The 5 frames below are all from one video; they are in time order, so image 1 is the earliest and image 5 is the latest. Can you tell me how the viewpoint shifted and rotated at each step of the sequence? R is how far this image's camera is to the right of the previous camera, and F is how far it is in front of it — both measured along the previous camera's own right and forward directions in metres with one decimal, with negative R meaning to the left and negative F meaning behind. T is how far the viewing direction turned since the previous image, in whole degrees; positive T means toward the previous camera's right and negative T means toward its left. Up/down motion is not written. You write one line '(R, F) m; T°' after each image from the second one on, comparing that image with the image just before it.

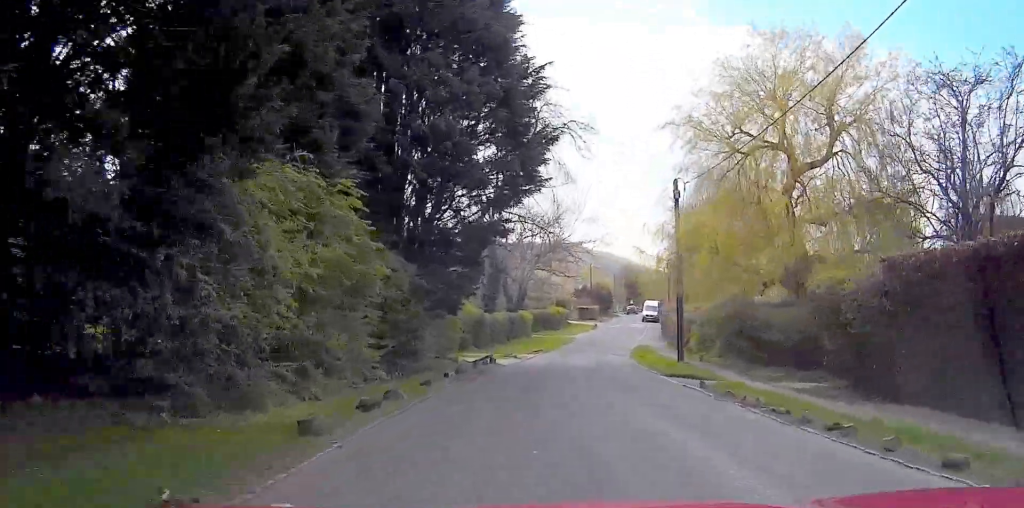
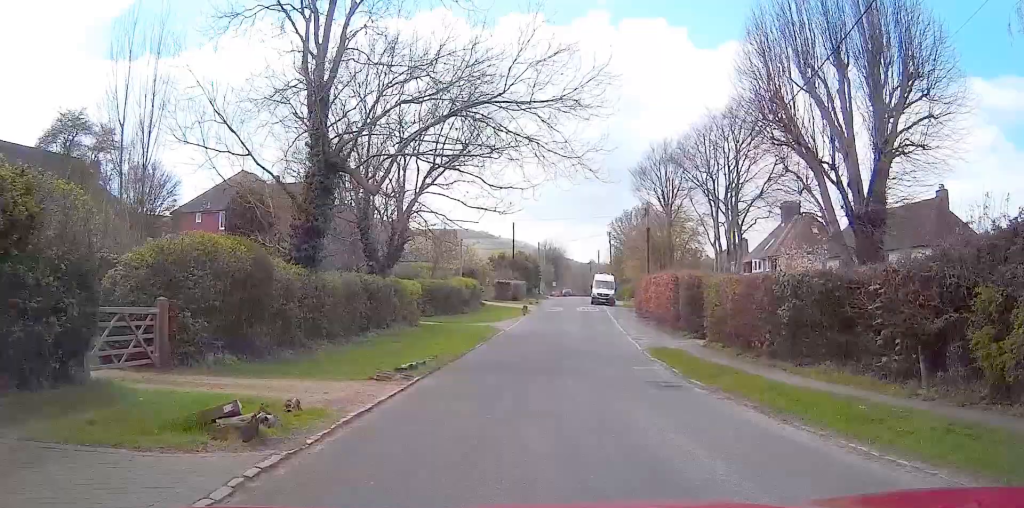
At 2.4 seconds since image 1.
(+2.7, +30.7) m; +8°
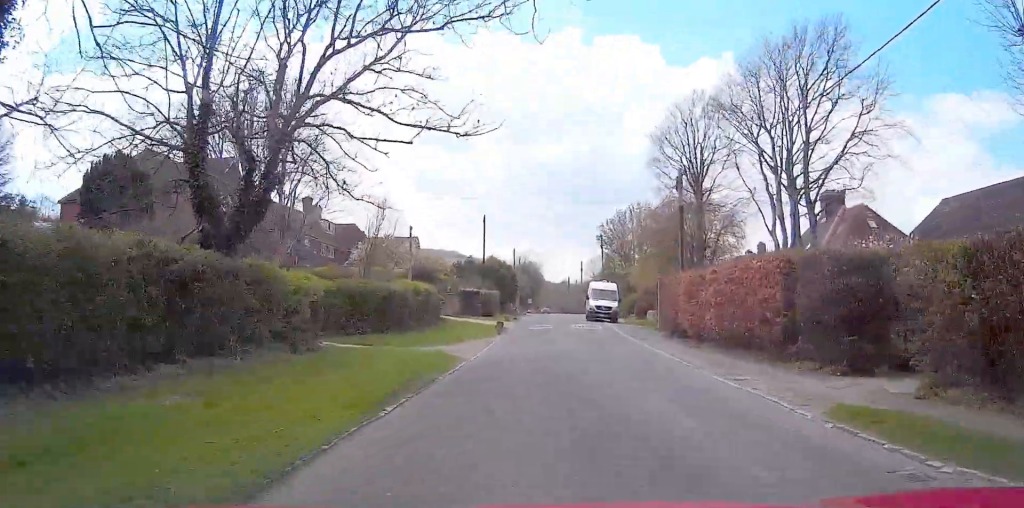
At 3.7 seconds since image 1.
(0.0, +16.2) m; +2°
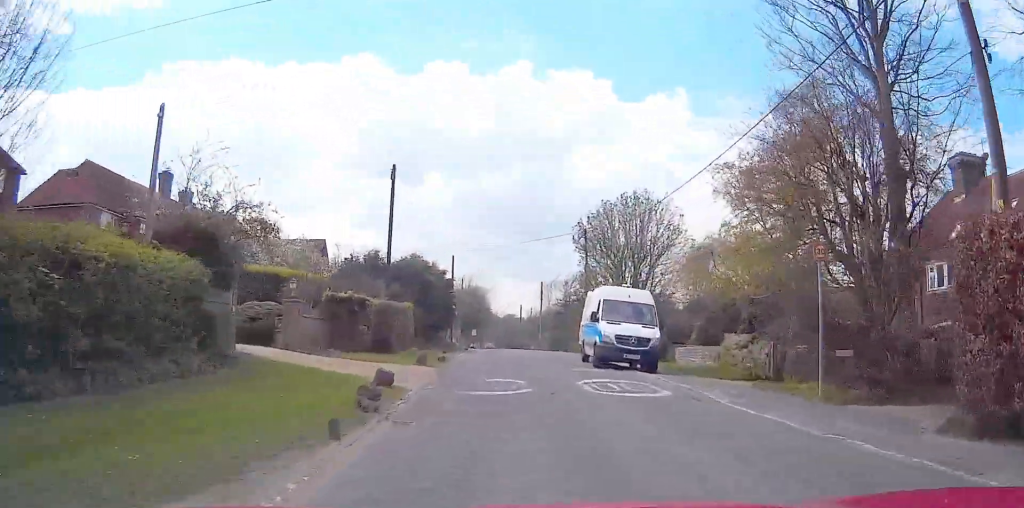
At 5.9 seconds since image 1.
(+2.1, +27.1) m; +7°
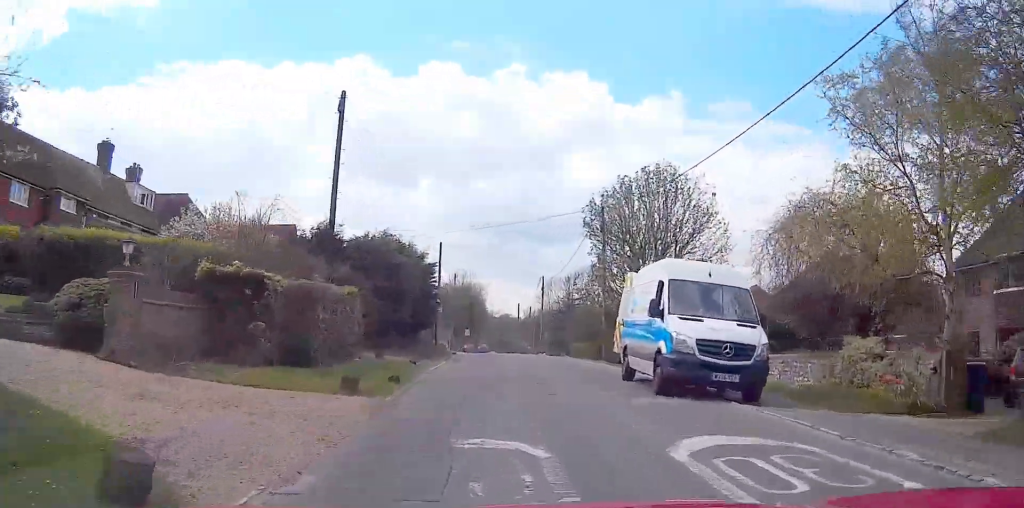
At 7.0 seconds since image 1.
(0.0, +10.7) m; 0°
